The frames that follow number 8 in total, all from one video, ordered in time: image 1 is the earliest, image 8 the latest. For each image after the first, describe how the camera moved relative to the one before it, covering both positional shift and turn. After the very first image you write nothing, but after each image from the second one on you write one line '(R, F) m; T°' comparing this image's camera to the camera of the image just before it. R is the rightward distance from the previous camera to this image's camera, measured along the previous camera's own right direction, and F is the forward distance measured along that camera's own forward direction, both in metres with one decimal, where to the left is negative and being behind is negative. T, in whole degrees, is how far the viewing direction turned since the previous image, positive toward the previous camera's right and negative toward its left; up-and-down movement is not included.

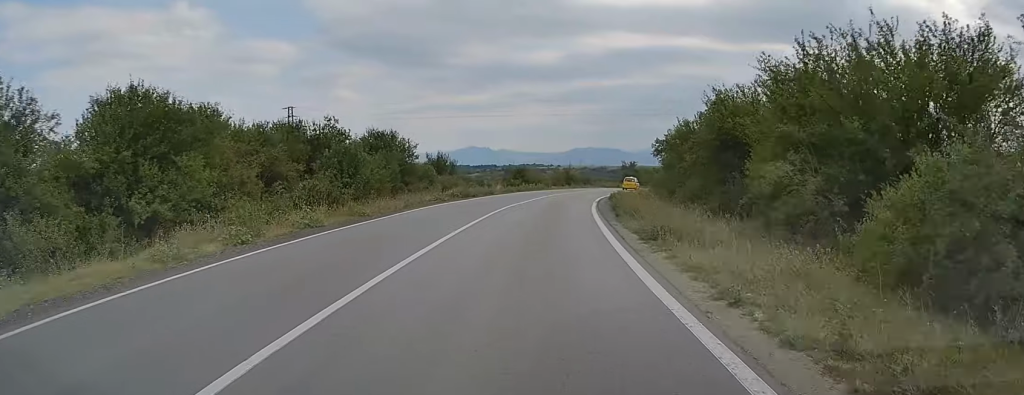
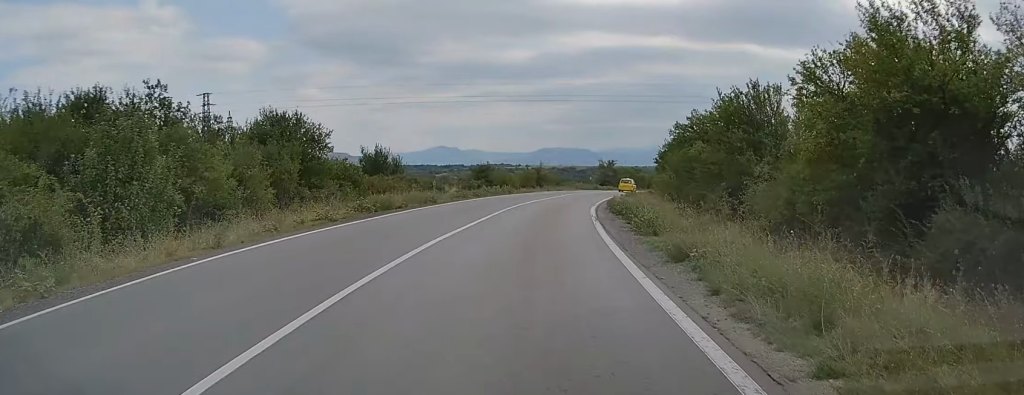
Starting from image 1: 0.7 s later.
(+0.1, +15.3) m; +1°
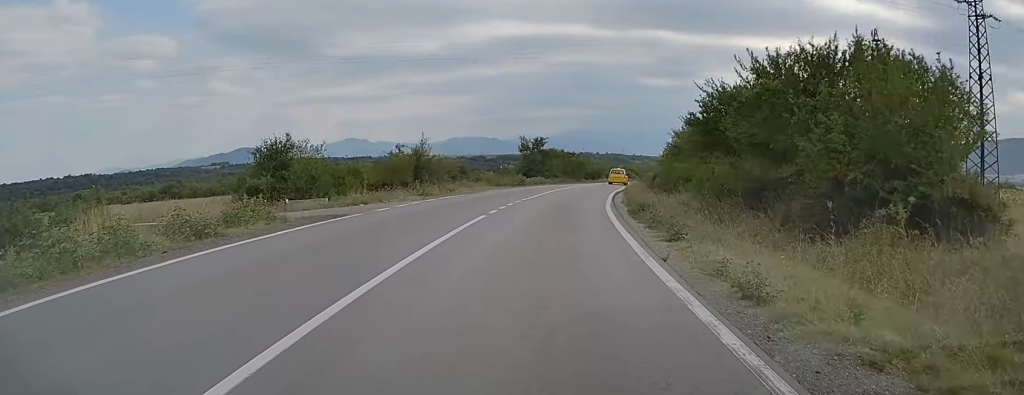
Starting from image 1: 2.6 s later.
(+2.5, +43.3) m; +7°
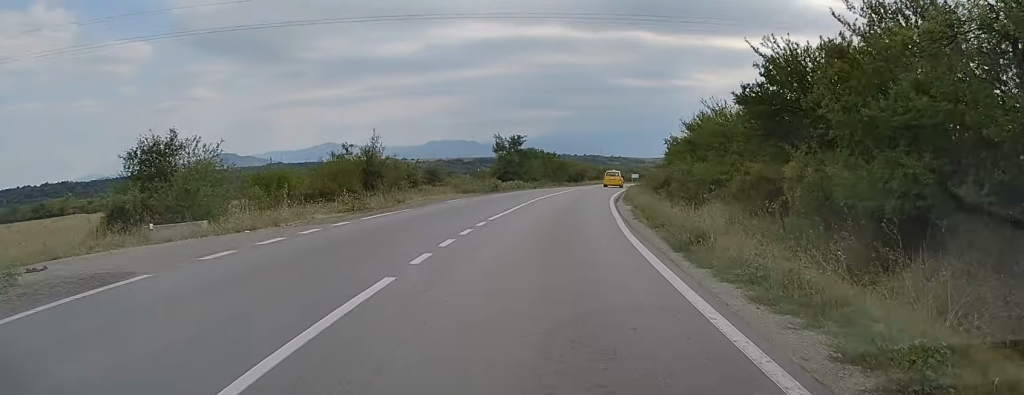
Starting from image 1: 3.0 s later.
(+0.3, +9.9) m; +2°
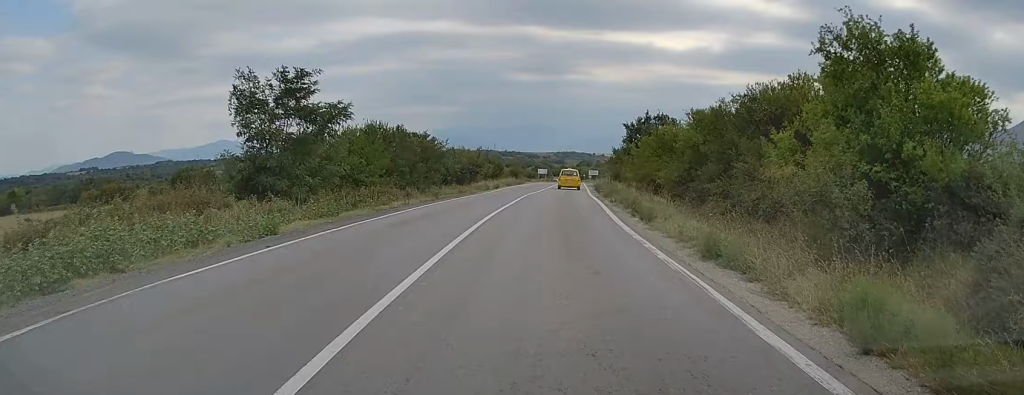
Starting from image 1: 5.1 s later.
(+3.2, +47.2) m; +7°
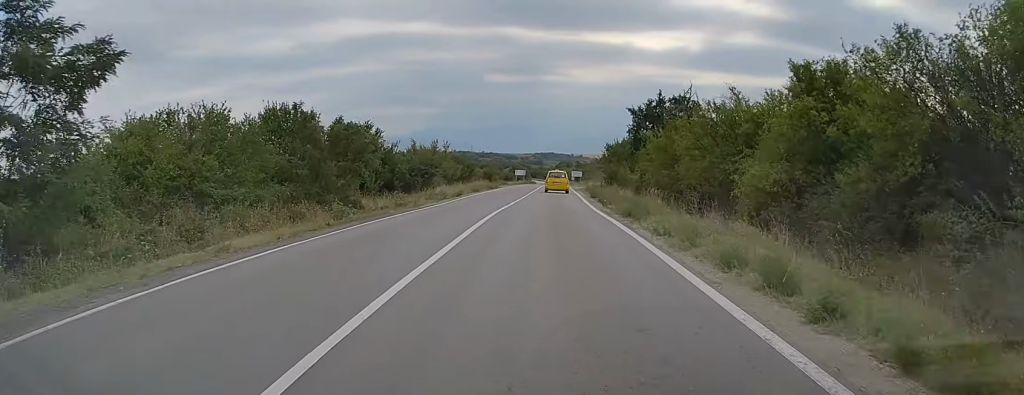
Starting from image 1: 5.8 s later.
(+0.3, +15.5) m; +2°
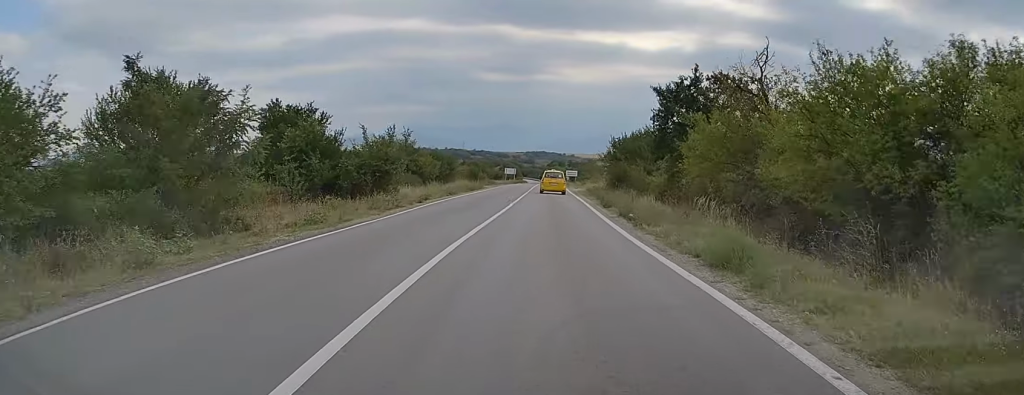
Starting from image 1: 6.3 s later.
(+0.1, +11.7) m; +1°
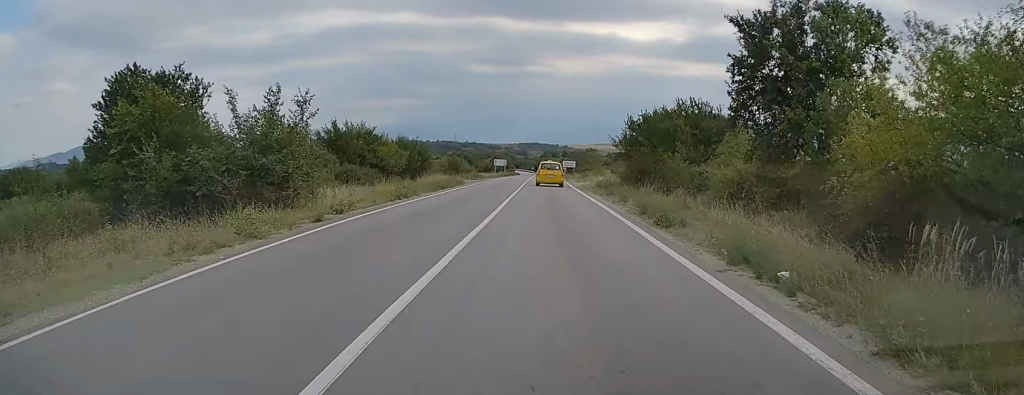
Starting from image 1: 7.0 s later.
(+0.2, +14.5) m; +1°
